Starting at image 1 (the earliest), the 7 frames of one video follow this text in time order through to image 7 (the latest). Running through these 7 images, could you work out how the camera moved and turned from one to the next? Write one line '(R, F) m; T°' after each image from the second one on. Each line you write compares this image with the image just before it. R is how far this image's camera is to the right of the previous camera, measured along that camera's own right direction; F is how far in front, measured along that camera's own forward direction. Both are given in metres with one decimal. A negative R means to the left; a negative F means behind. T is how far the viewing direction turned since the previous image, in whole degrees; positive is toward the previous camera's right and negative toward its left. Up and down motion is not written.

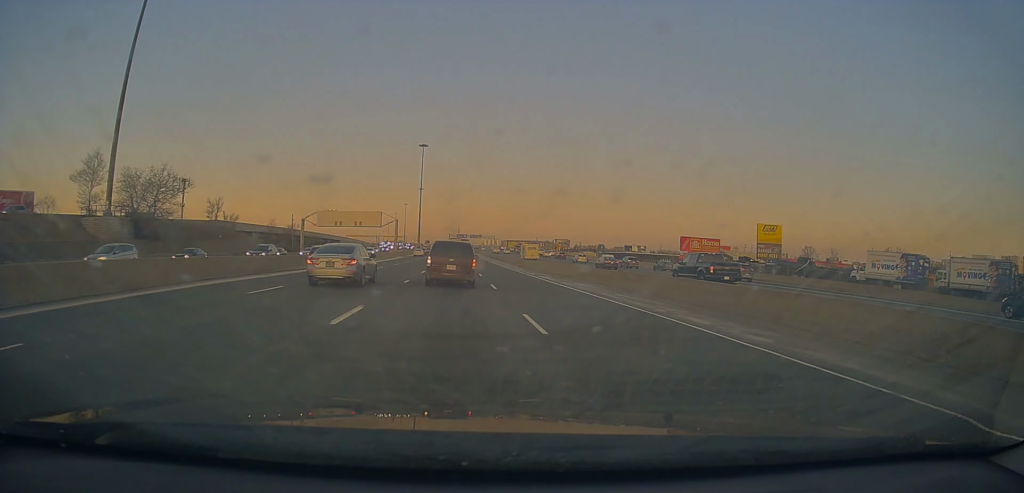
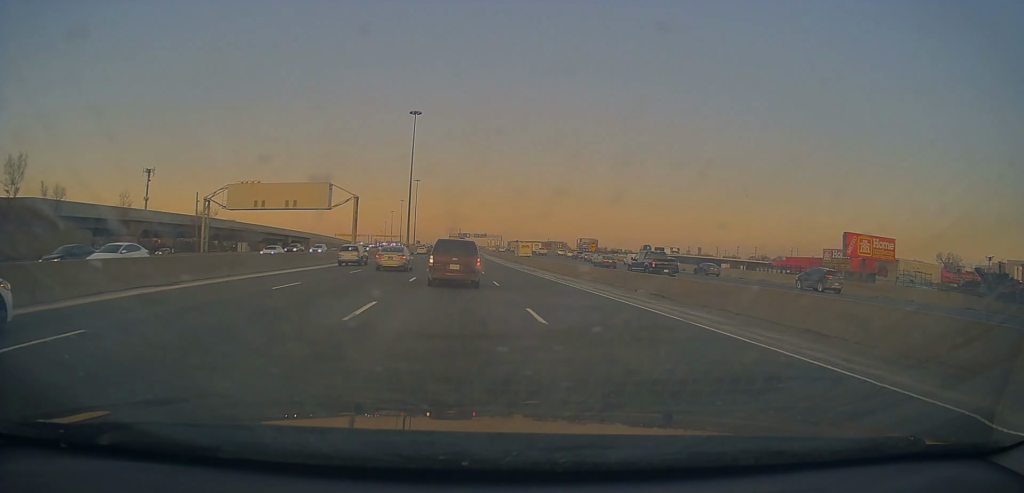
(-0.1, +47.3) m; 0°
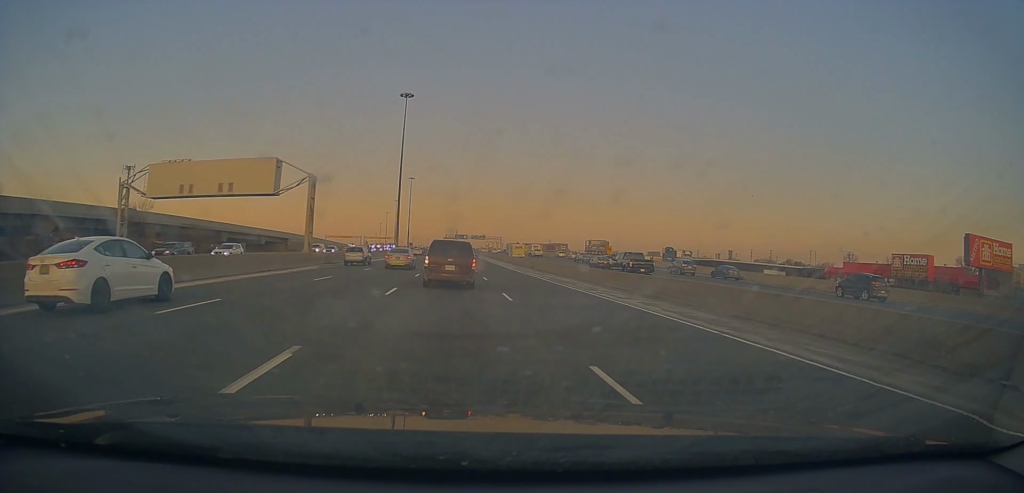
(0.0, +18.9) m; +1°
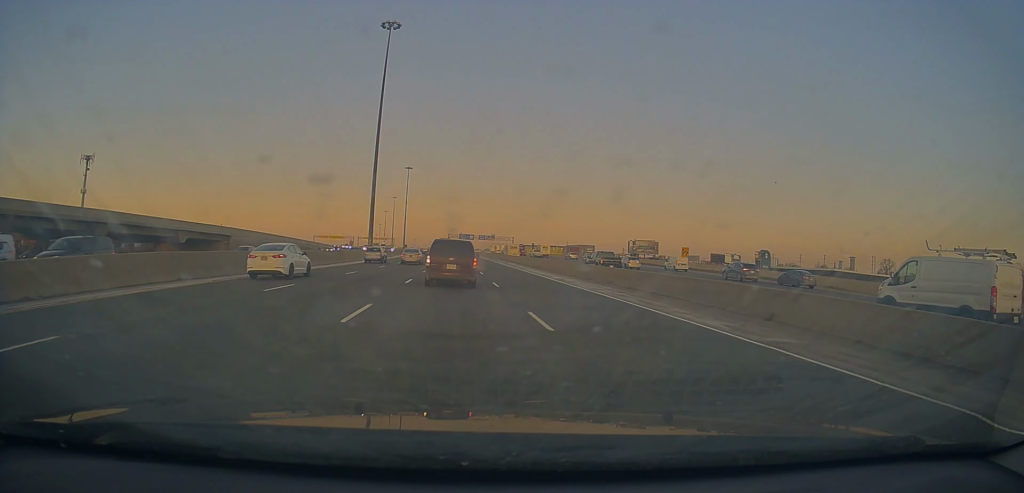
(+1.0, +42.4) m; 0°
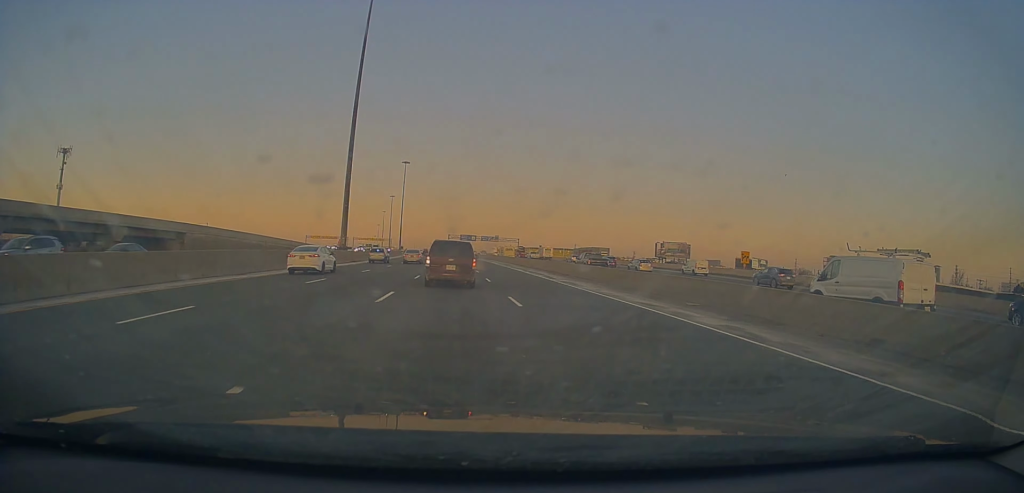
(-0.4, +19.7) m; -1°
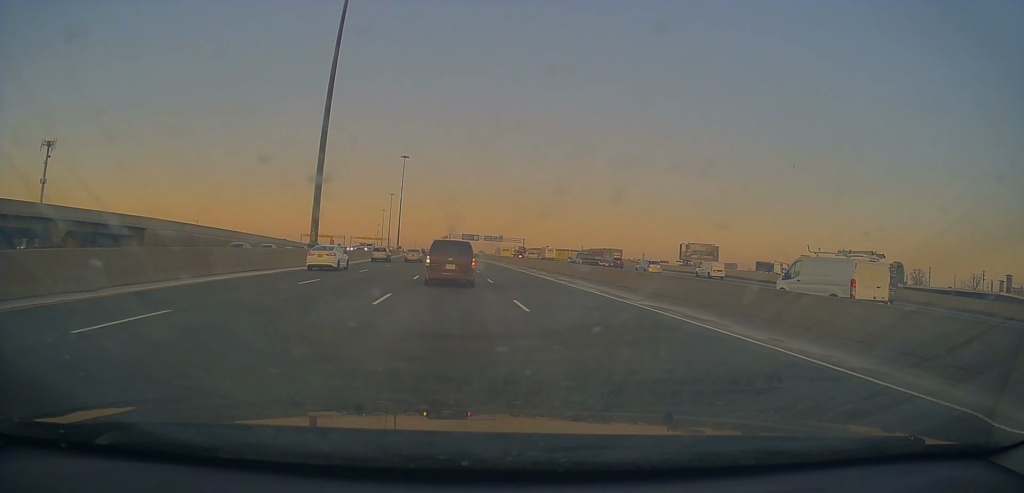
(-0.7, +13.4) m; 0°
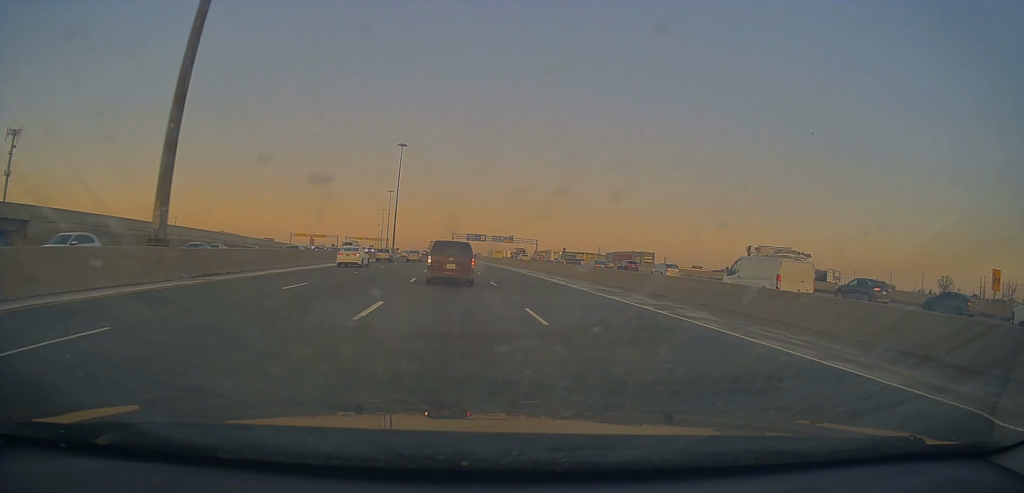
(+1.0, +26.9) m; 0°
